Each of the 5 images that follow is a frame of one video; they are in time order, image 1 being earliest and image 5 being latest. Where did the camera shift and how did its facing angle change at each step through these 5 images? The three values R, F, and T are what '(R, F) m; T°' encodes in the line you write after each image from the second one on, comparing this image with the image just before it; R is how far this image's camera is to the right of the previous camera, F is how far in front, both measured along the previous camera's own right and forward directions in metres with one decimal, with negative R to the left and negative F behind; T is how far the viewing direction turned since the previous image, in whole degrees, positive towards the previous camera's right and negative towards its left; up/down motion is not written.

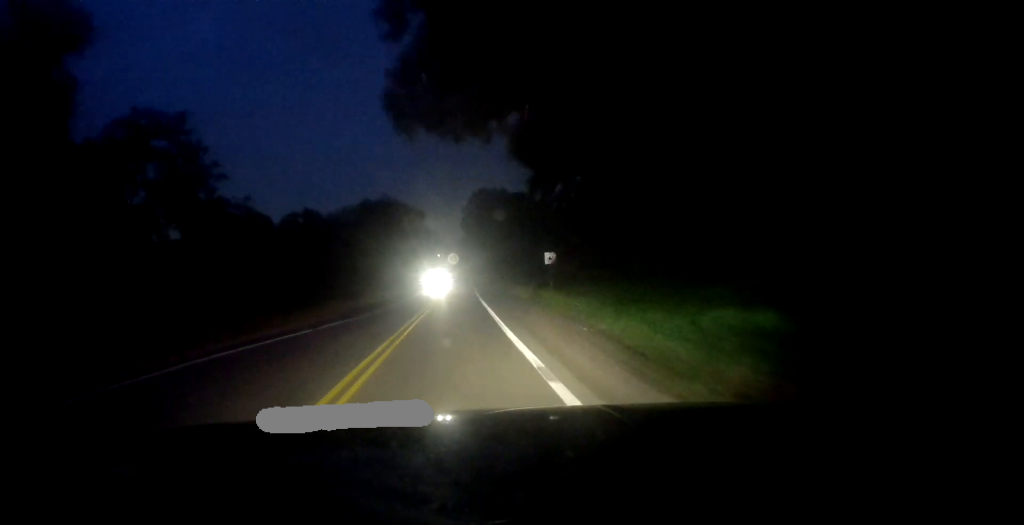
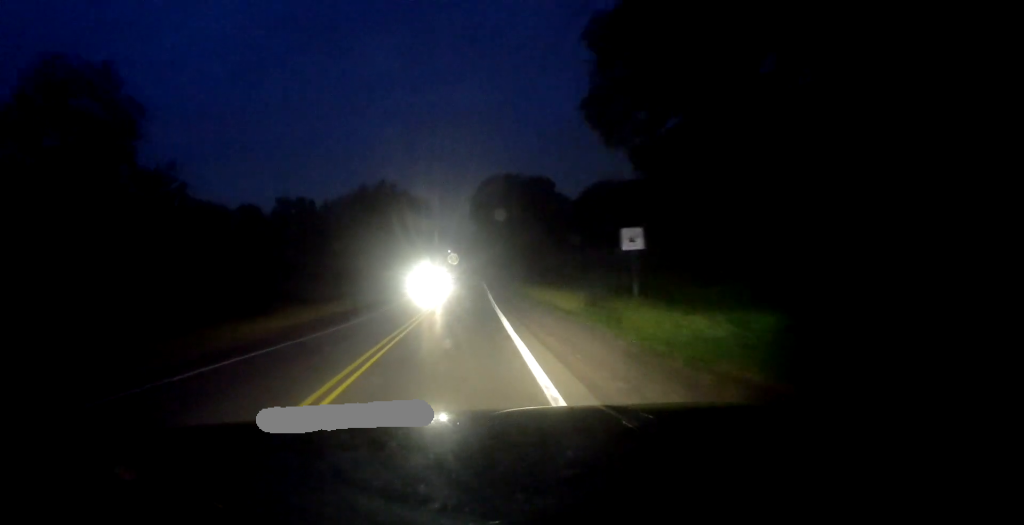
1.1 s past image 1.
(0.0, +14.2) m; 0°
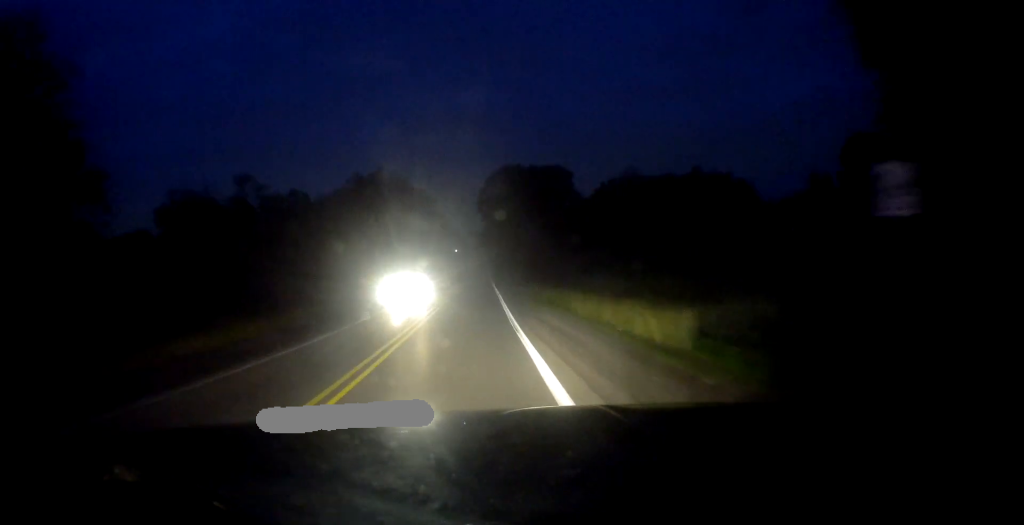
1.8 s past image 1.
(0.0, +10.7) m; 0°
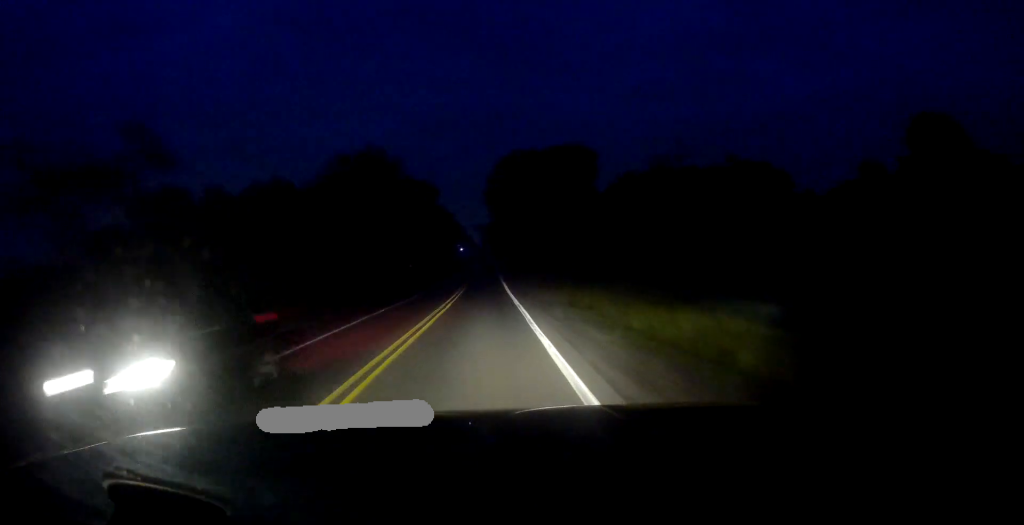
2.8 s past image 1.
(-0.1, +14.0) m; -1°
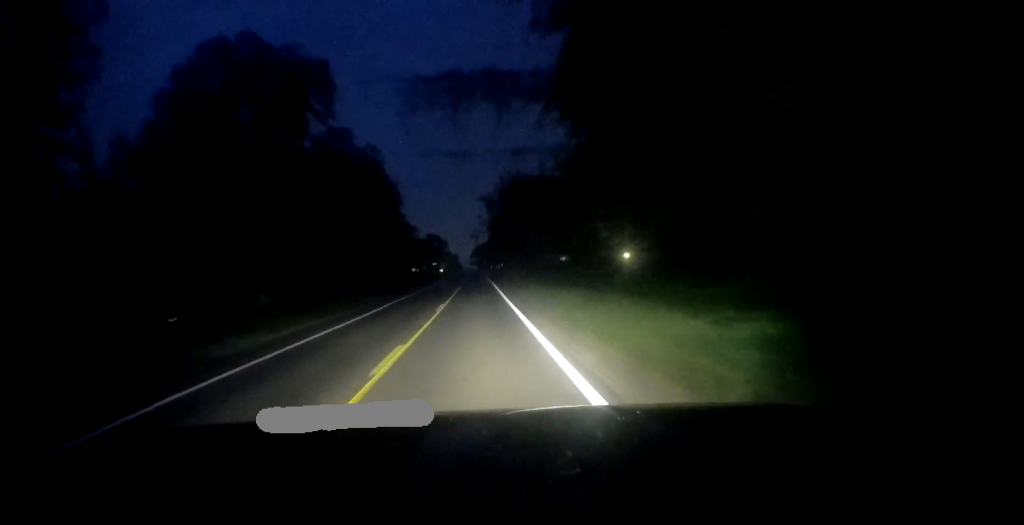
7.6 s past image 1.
(-0.9, +81.3) m; -1°
